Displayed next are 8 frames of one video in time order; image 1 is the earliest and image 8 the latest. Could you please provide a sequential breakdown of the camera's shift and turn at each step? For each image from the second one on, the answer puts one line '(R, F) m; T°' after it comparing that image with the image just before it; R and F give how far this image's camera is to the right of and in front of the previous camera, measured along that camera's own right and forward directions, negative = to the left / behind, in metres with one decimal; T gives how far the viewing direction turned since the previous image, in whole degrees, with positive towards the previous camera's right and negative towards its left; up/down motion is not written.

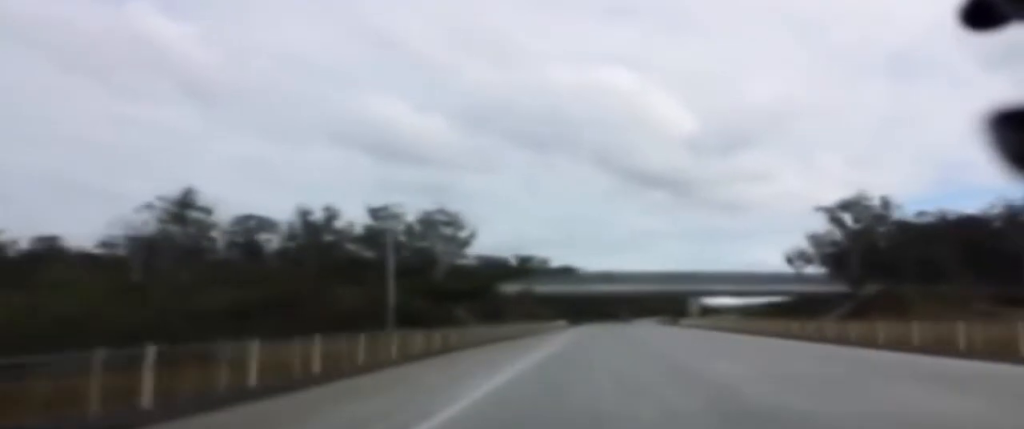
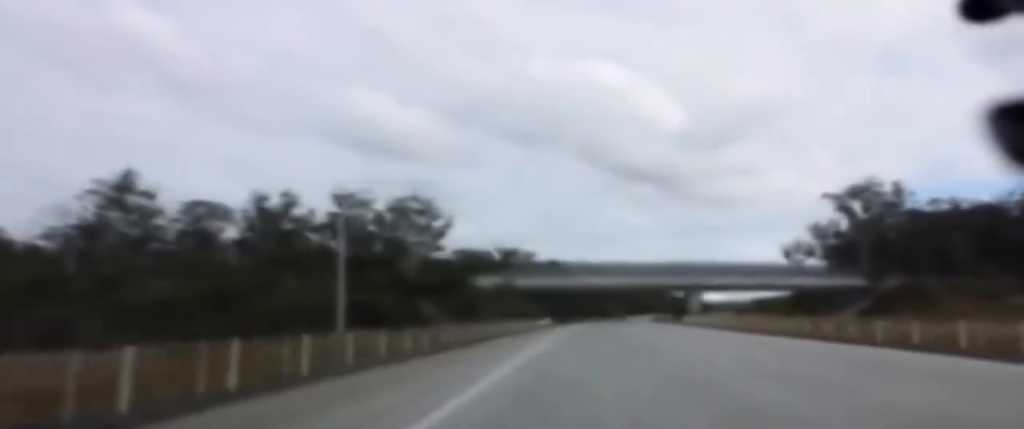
(0.0, +15.3) m; +1°
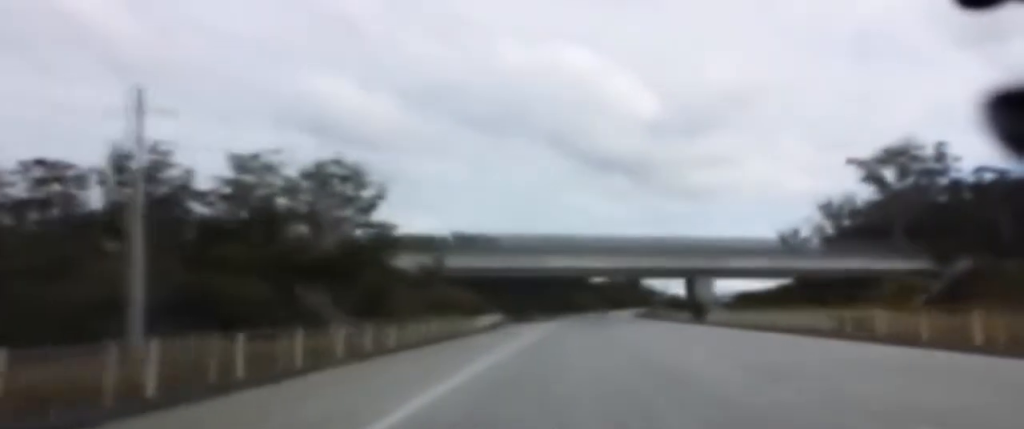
(+0.4, +34.7) m; +1°
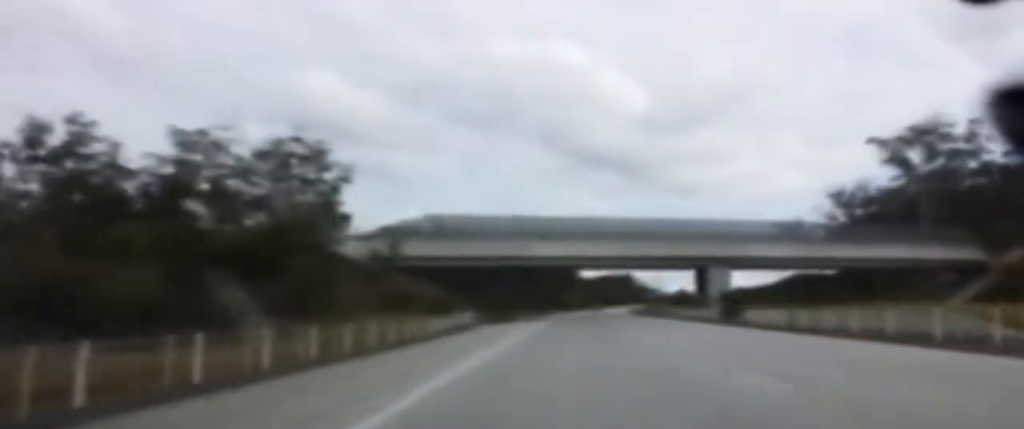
(+0.1, +16.3) m; +1°
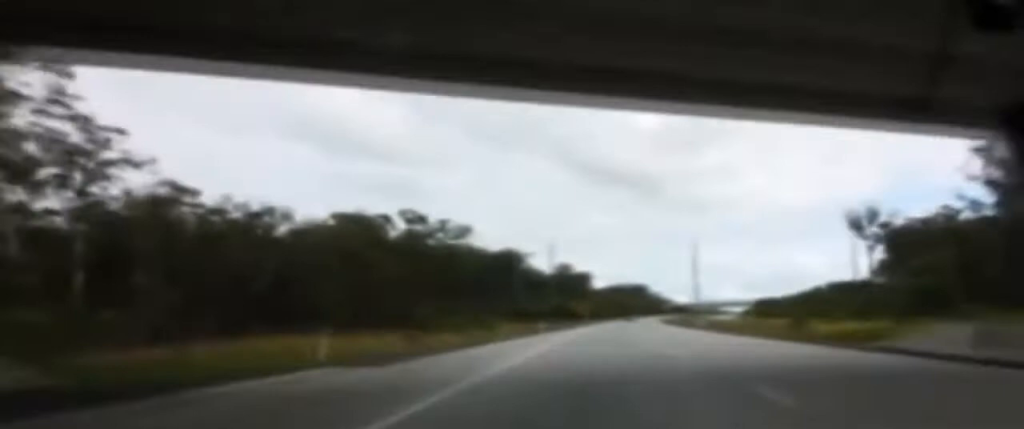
(+1.4, +76.1) m; +2°
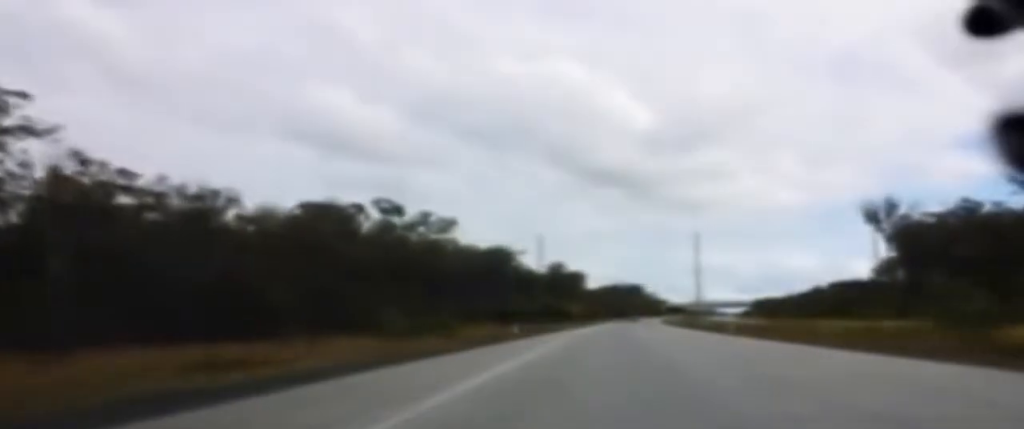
(+0.1, +19.2) m; 0°
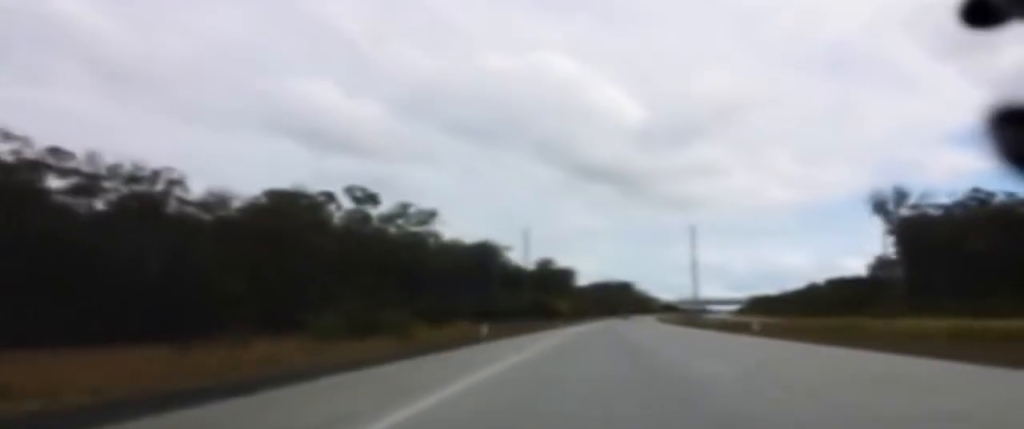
(0.0, +12.1) m; 0°
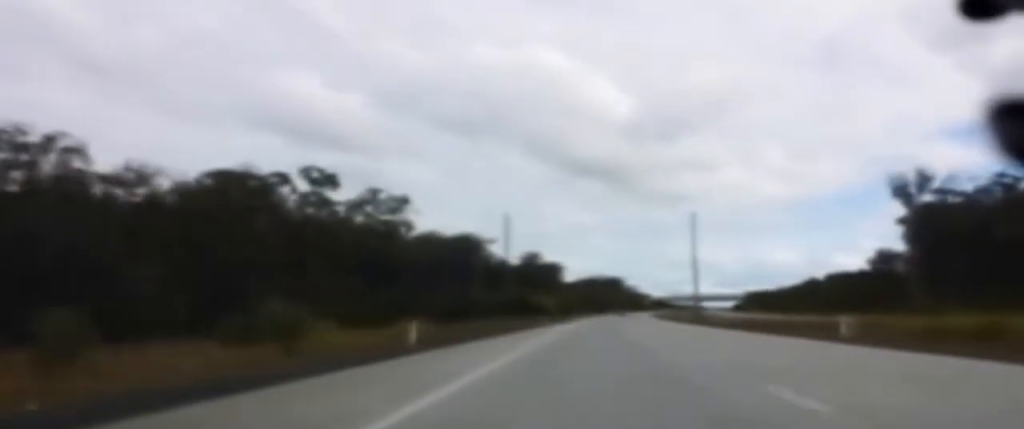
(0.0, +17.2) m; 0°
